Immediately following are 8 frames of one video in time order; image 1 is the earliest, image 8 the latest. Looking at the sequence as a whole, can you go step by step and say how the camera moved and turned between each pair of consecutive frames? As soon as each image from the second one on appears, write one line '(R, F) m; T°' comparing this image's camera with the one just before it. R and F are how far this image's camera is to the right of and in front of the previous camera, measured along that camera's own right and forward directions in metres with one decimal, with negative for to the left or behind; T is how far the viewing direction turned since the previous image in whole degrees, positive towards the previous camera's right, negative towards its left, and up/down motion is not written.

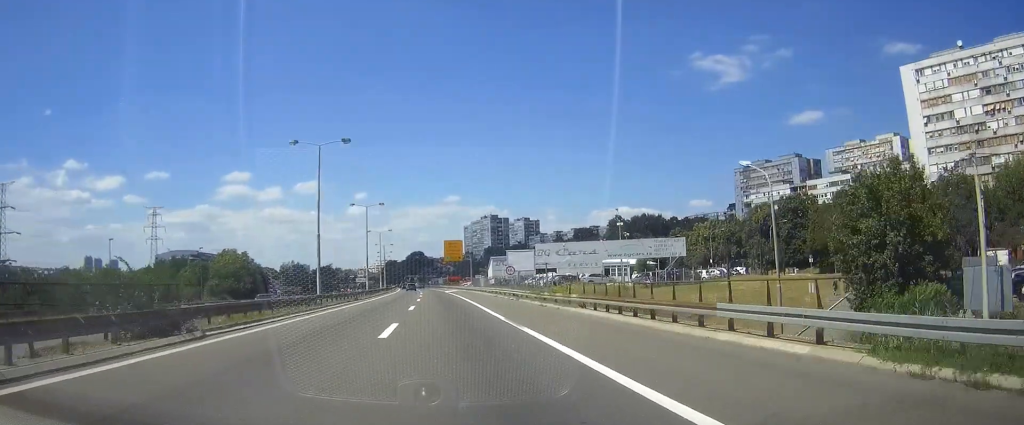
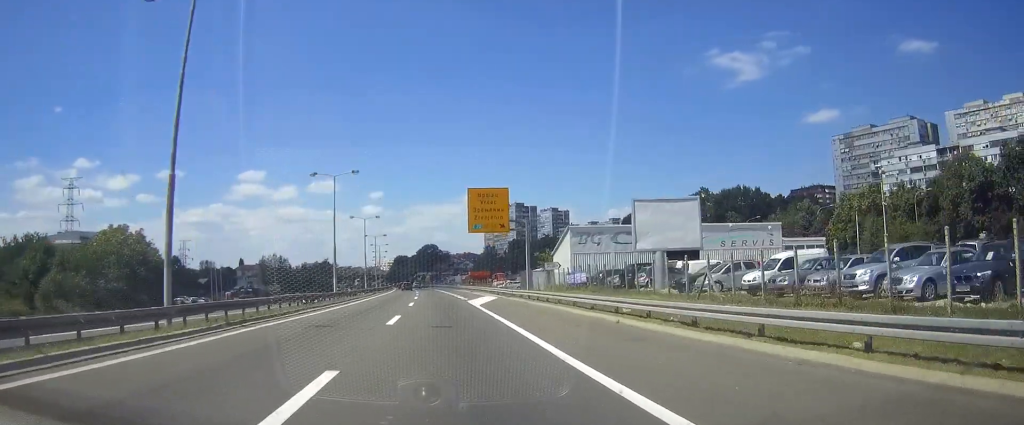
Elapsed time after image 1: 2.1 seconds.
(-1.0, +65.6) m; -2°
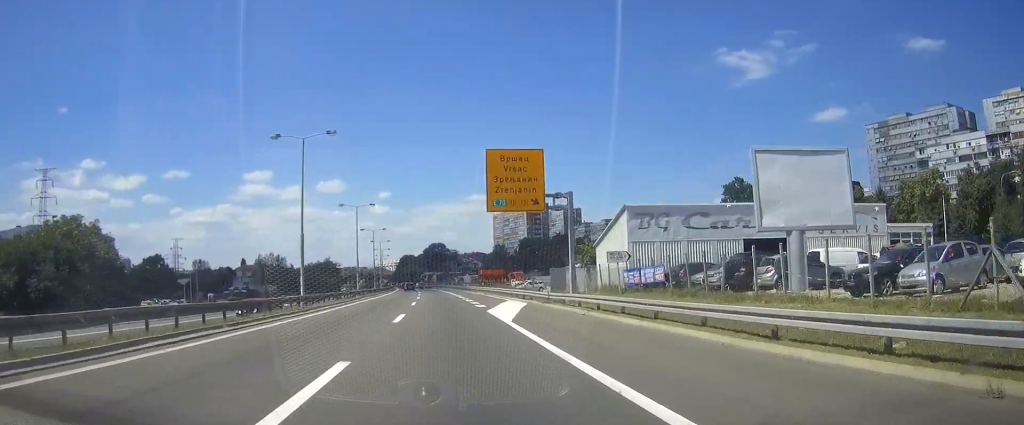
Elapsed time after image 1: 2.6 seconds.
(0.0, +16.5) m; 0°
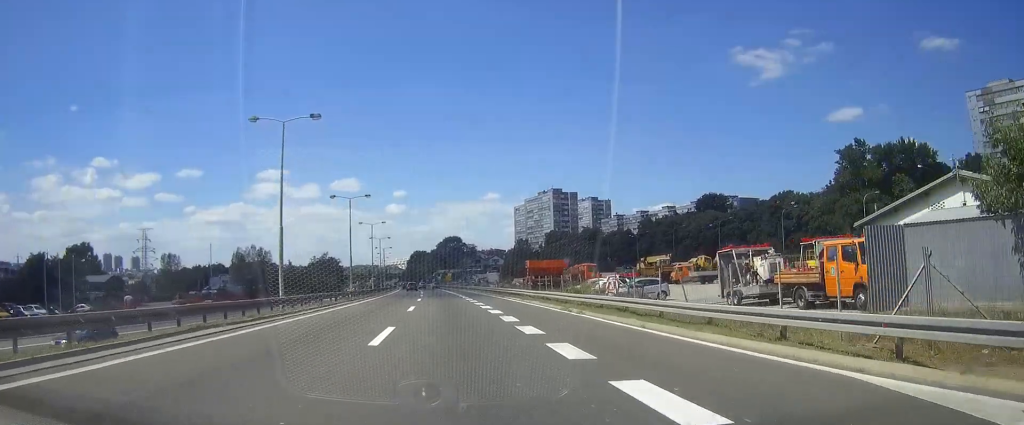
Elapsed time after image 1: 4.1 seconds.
(-0.5, +43.8) m; -1°
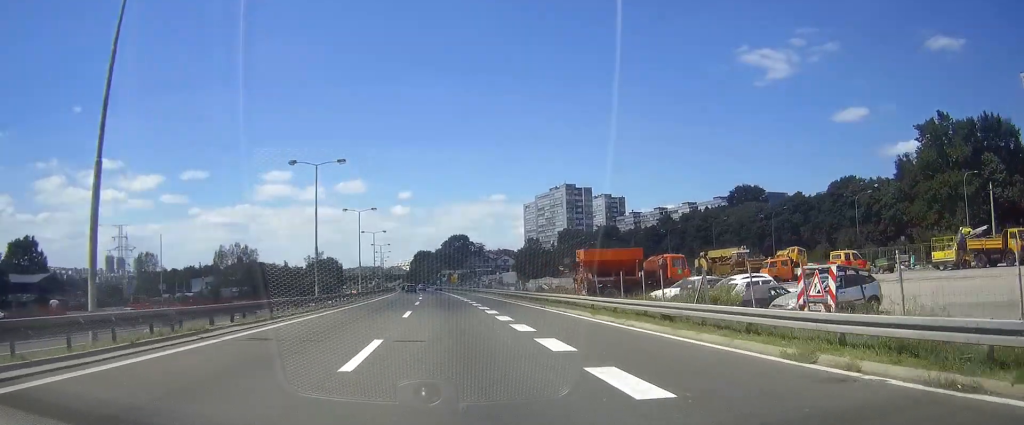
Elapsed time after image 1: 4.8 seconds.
(-0.1, +22.2) m; -1°
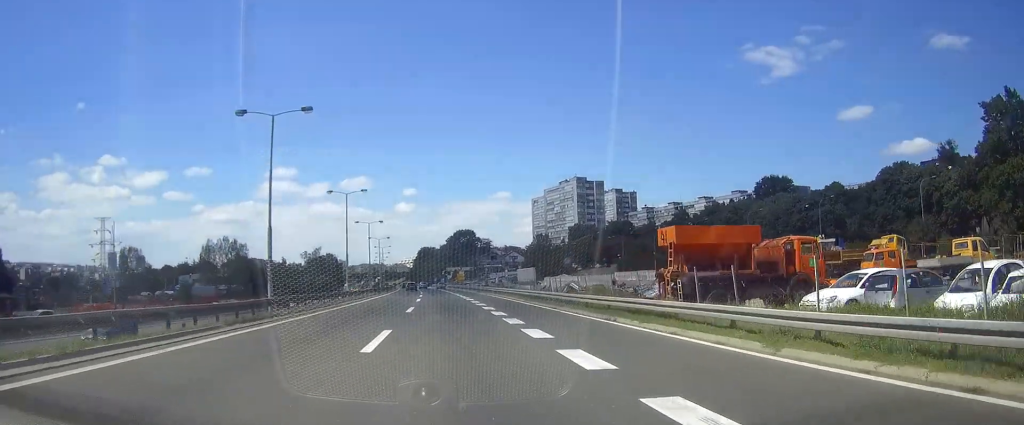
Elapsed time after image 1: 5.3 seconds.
(-0.1, +14.9) m; 0°
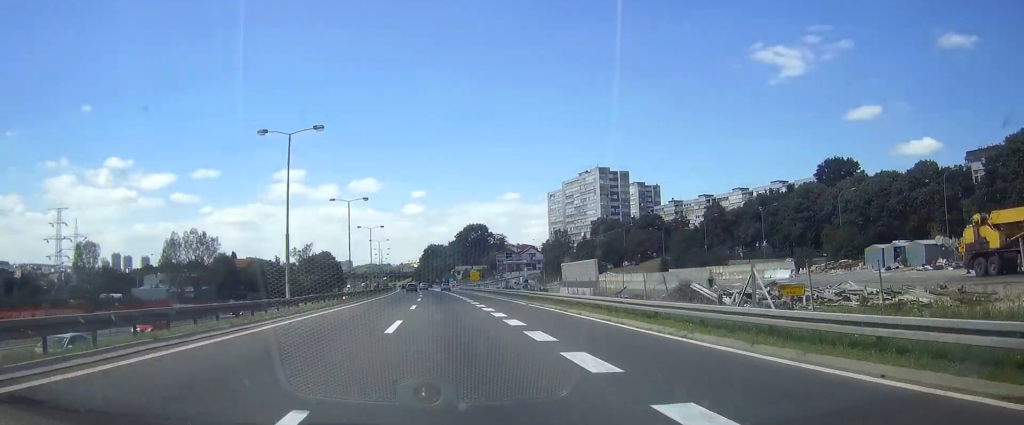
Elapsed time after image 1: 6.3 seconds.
(-0.2, +29.7) m; -1°
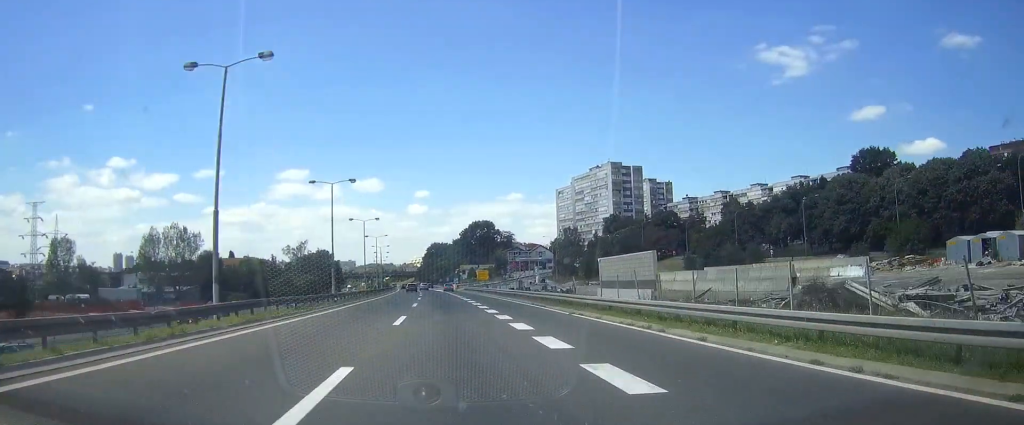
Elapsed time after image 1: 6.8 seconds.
(0.0, +13.8) m; 0°
